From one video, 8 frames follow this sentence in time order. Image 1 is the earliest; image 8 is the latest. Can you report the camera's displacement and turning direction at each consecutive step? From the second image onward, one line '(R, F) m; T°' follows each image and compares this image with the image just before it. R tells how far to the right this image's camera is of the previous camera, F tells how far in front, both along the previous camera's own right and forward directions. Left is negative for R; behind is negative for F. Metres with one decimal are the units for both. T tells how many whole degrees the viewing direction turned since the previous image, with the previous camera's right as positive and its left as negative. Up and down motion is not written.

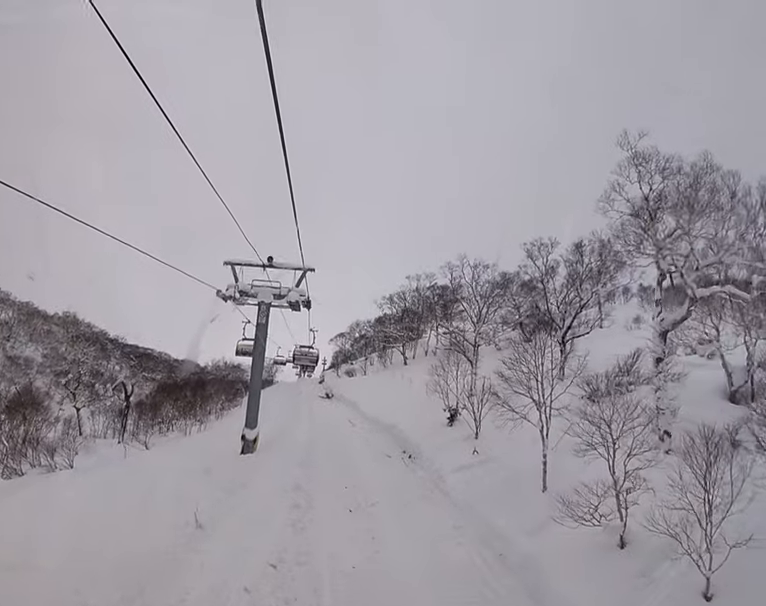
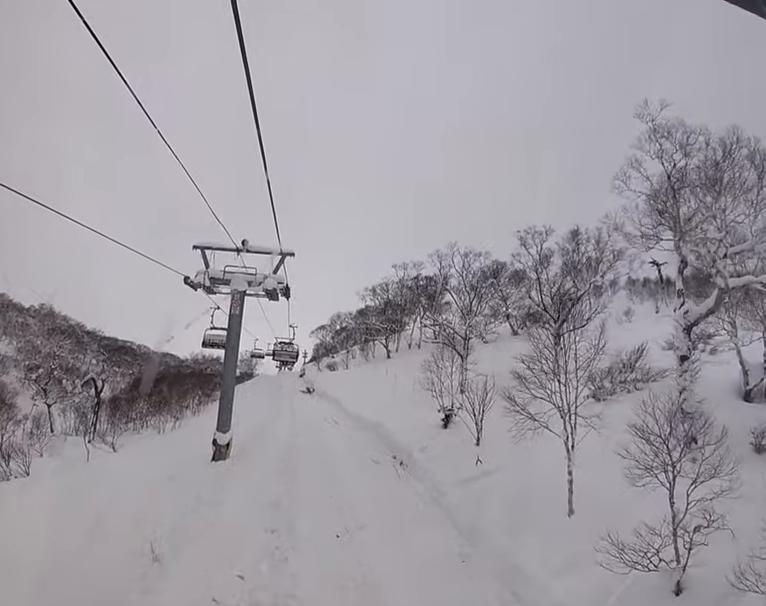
(-0.1, +2.8) m; +1°
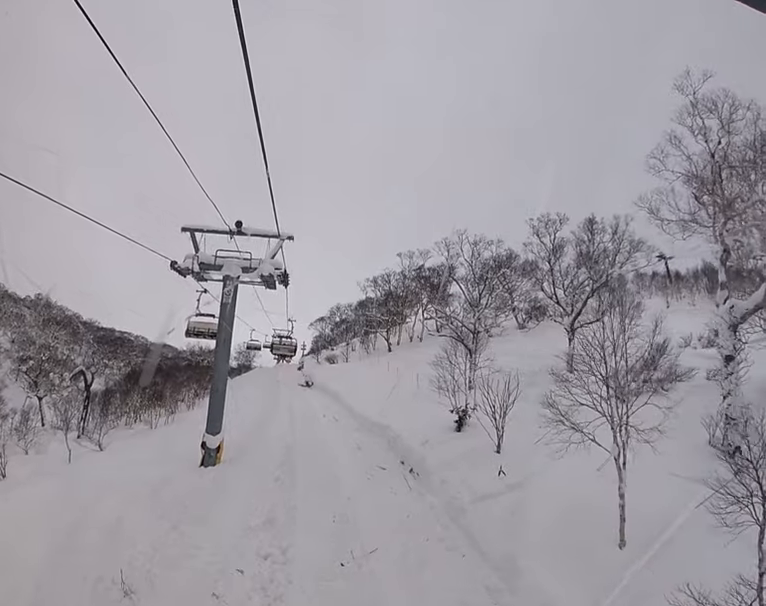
(+0.1, +2.1) m; +2°
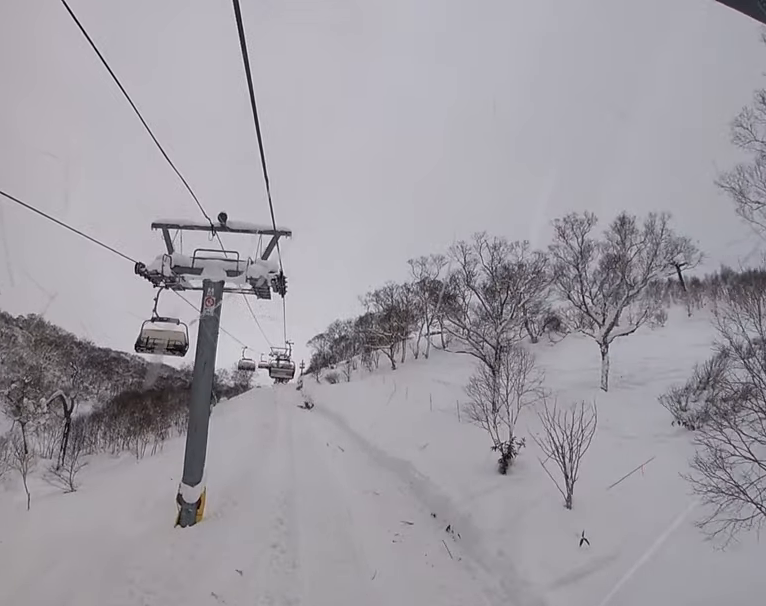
(+0.1, +4.1) m; +2°
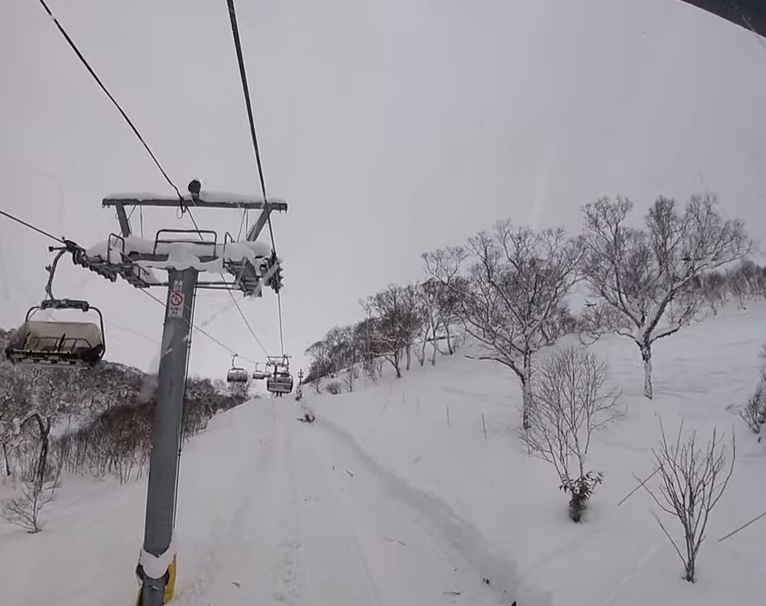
(0.0, +4.2) m; 0°
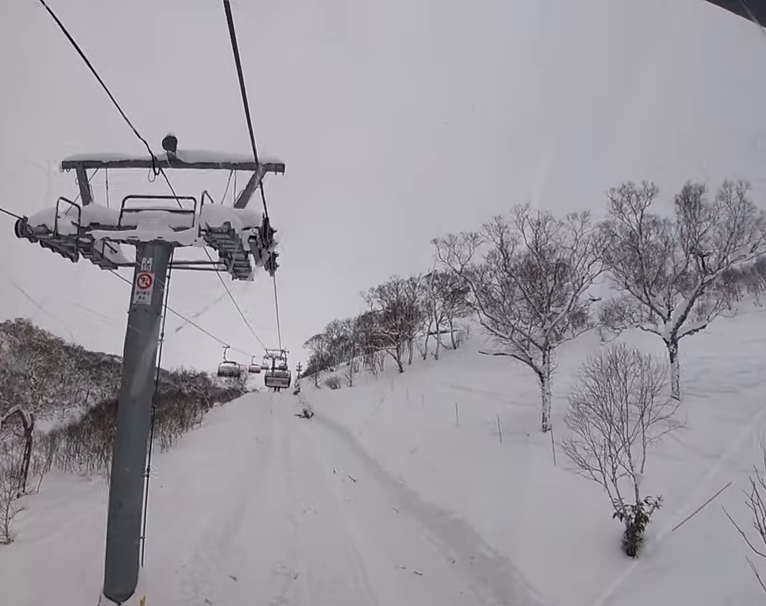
(0.0, +2.4) m; 0°
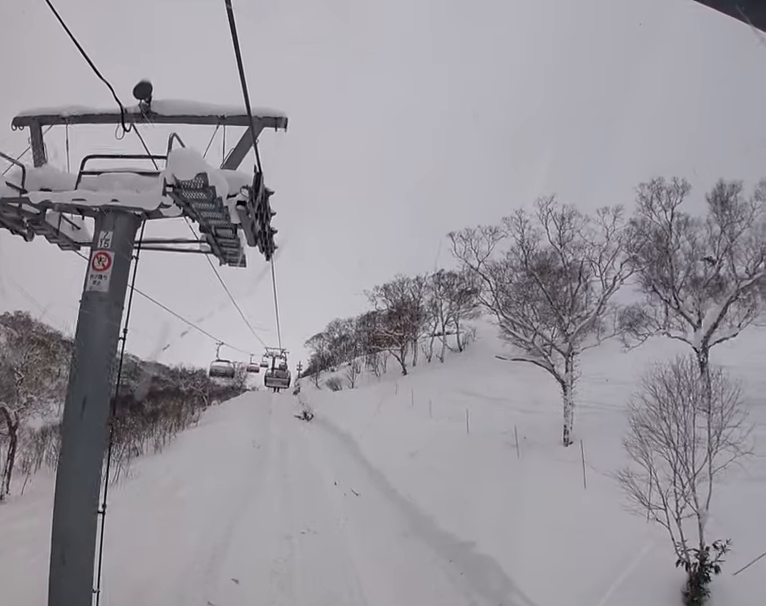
(0.0, +2.2) m; 0°
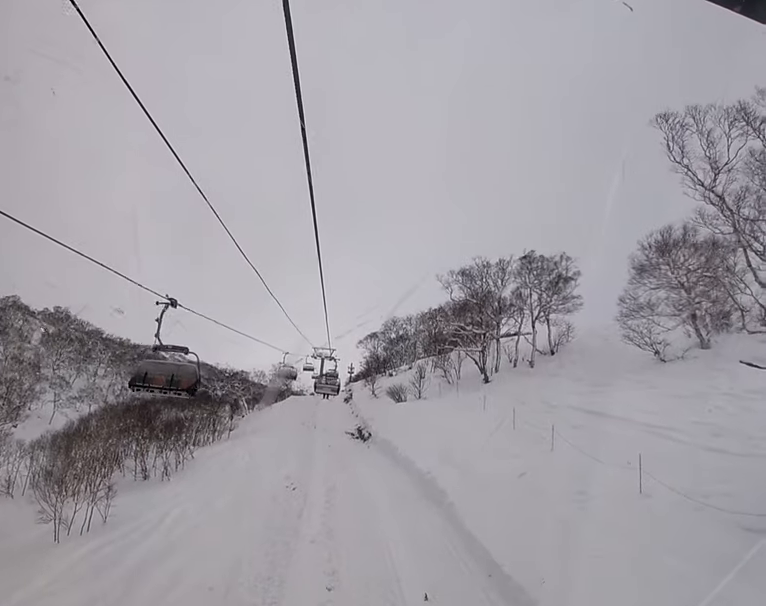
(-0.1, +12.7) m; -1°
